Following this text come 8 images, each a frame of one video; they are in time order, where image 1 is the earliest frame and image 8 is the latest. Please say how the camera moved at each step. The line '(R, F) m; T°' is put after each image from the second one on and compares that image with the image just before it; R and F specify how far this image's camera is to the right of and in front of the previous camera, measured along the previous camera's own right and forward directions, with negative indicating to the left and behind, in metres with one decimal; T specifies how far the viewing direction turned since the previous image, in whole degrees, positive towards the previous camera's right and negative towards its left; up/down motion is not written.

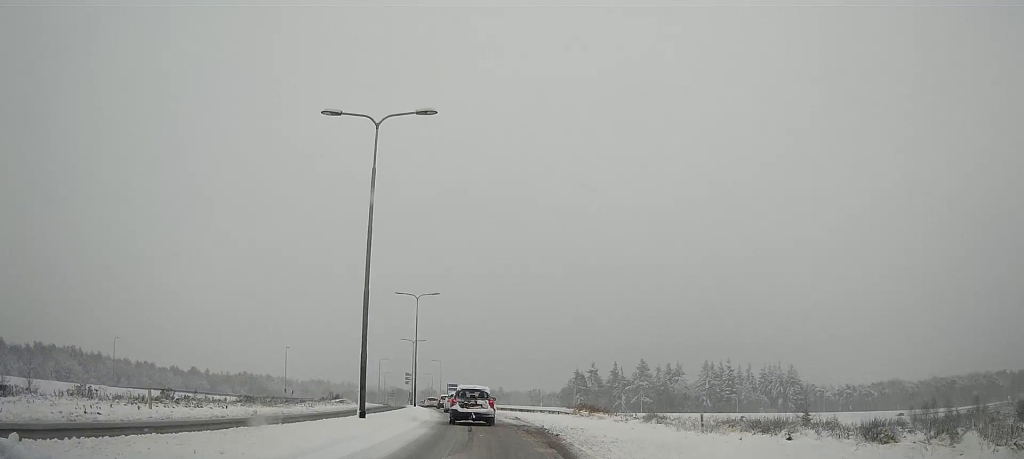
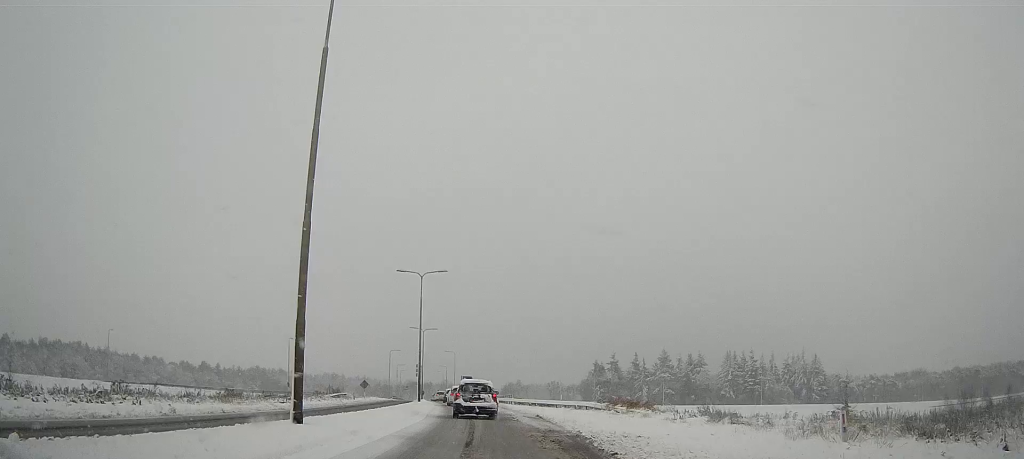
(0.0, +5.1) m; 0°
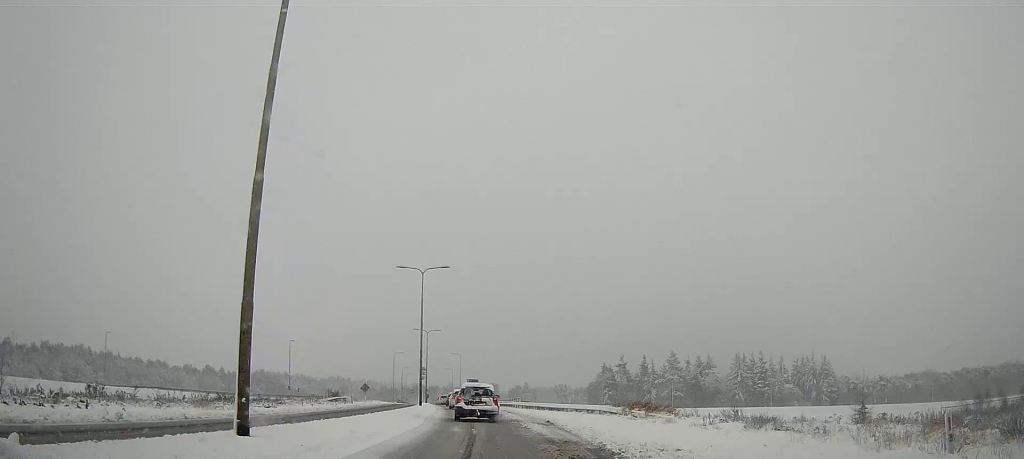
(0.0, +2.9) m; 0°
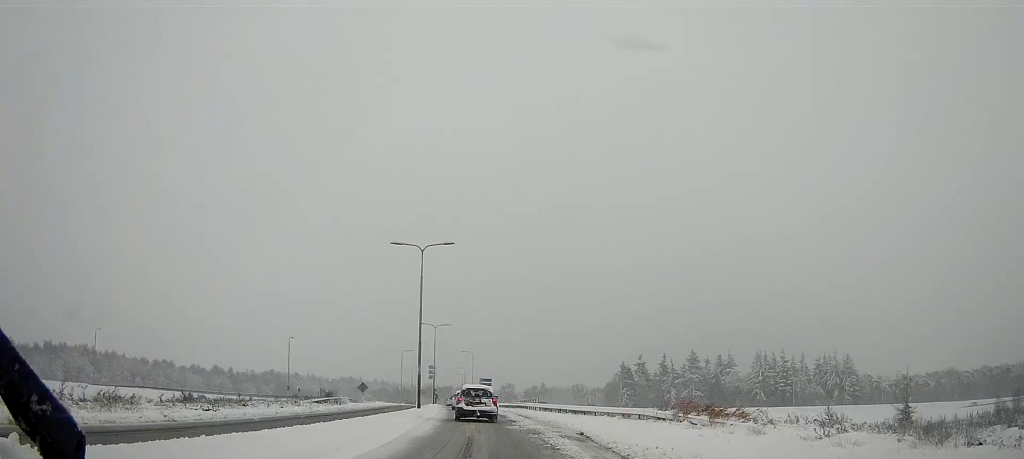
(0.0, +8.5) m; 0°
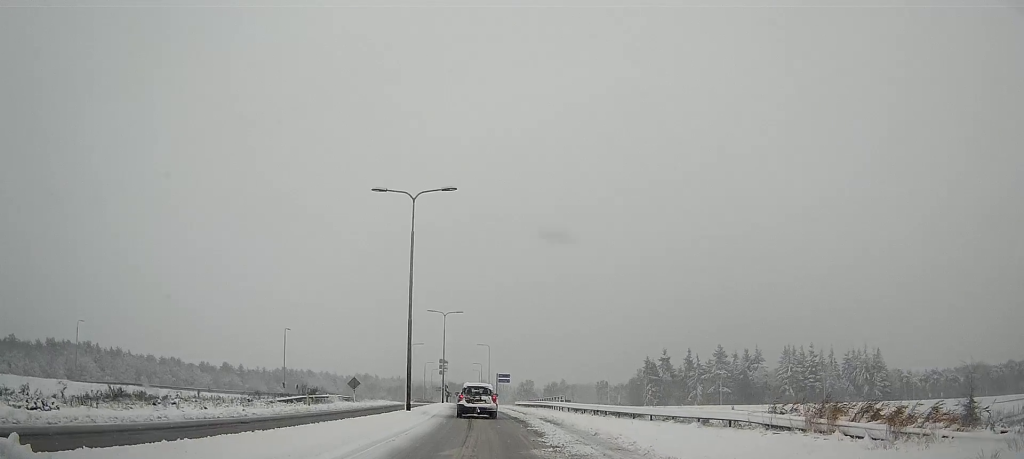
(0.0, +11.3) m; 0°
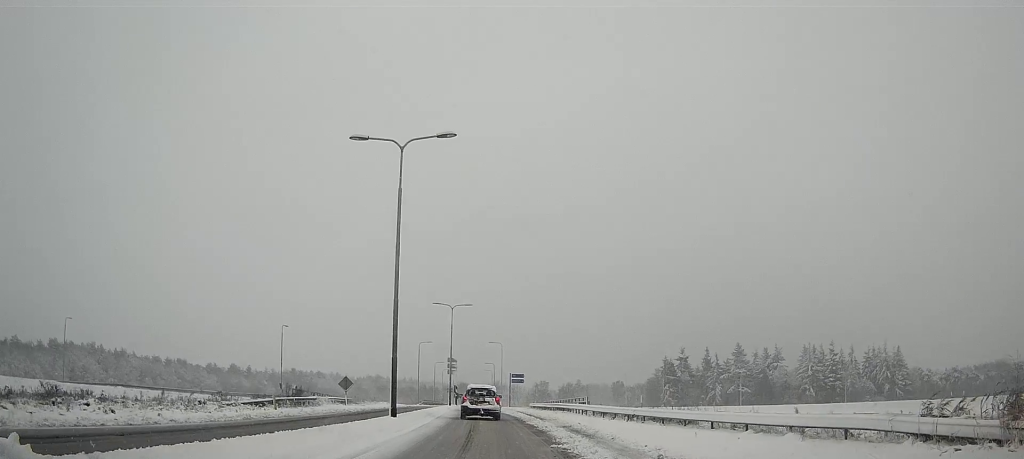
(0.0, +7.4) m; 0°
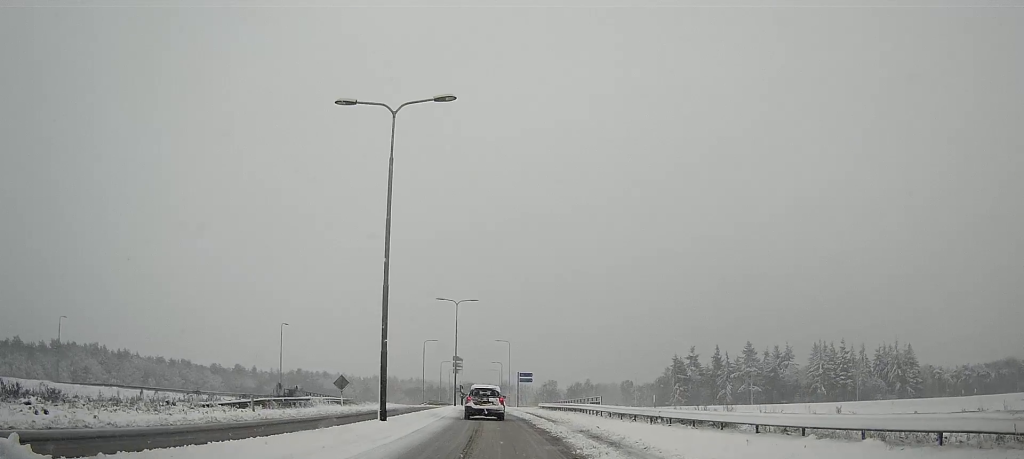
(0.0, +3.5) m; 0°
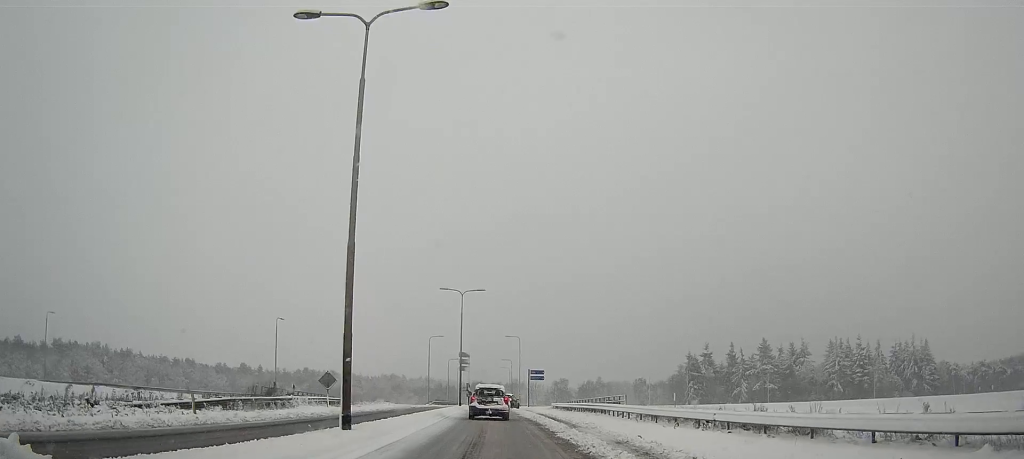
(0.0, +6.2) m; 0°
